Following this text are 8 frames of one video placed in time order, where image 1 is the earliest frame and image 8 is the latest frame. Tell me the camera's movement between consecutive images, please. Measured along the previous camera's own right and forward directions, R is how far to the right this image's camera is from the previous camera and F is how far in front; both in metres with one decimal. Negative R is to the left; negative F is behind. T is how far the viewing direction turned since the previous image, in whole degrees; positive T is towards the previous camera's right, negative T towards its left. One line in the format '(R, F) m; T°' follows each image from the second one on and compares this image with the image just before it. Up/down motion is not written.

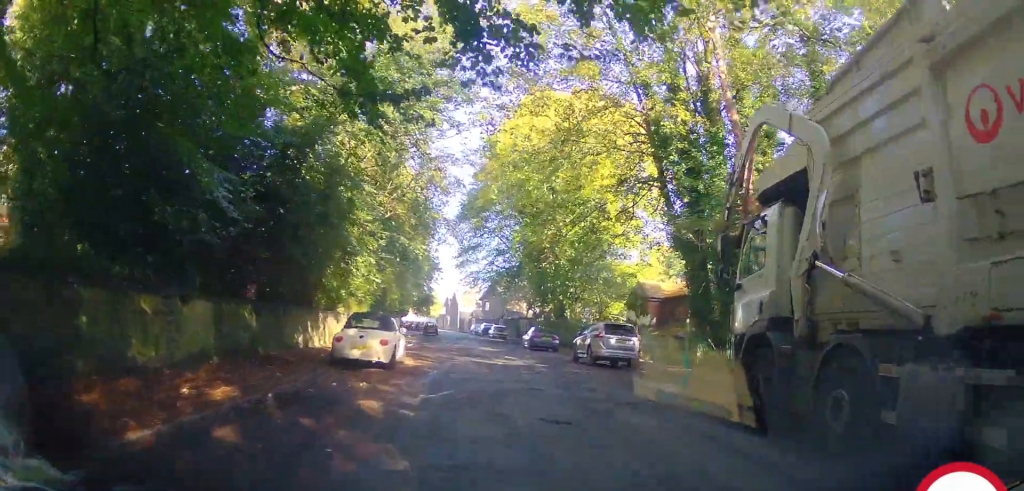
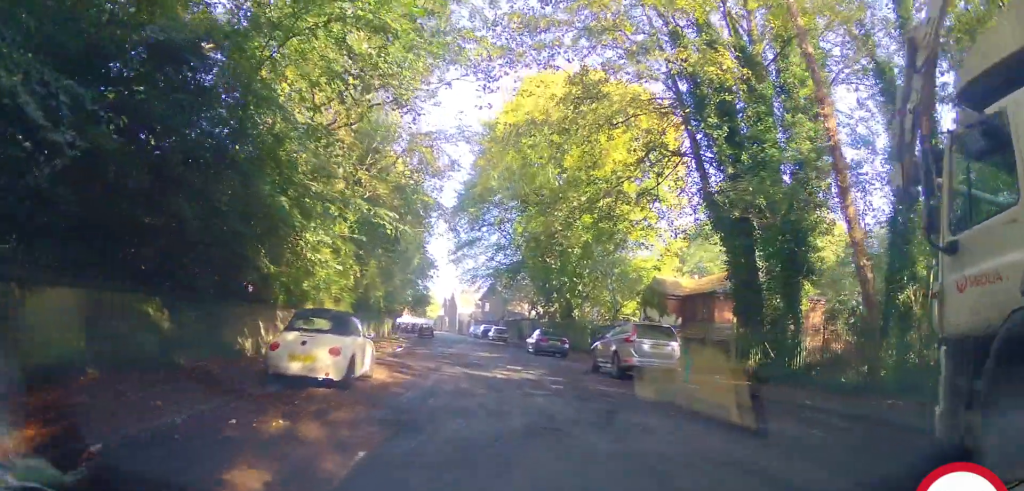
(-0.1, +4.2) m; -1°
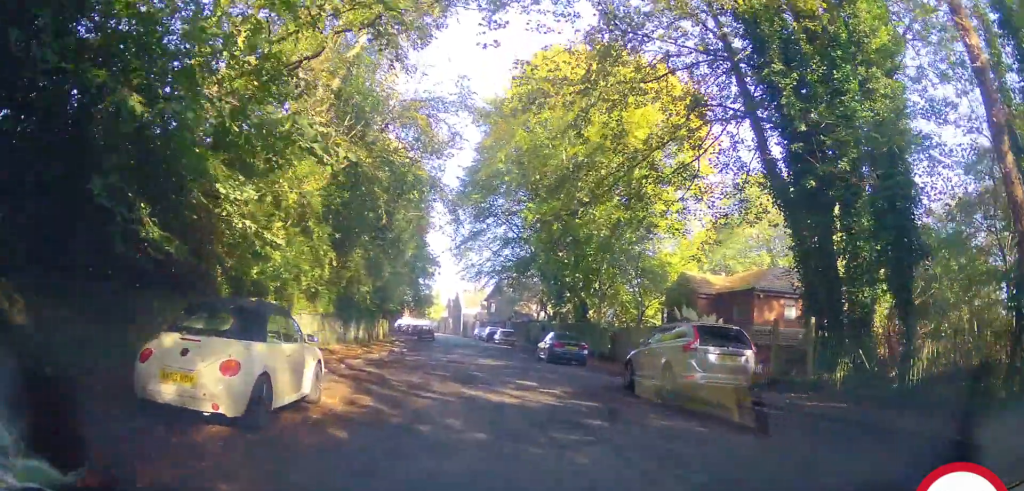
(0.0, +4.3) m; 0°
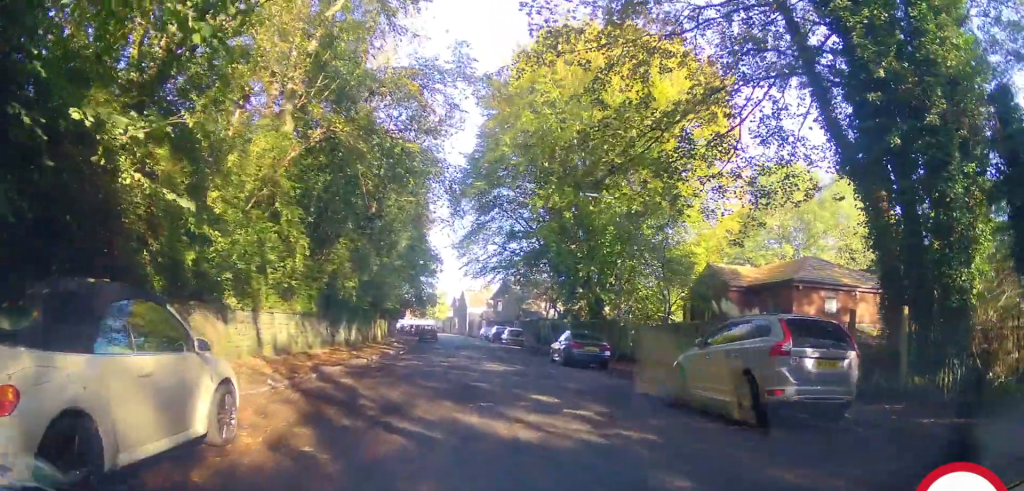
(0.0, +3.4) m; 0°
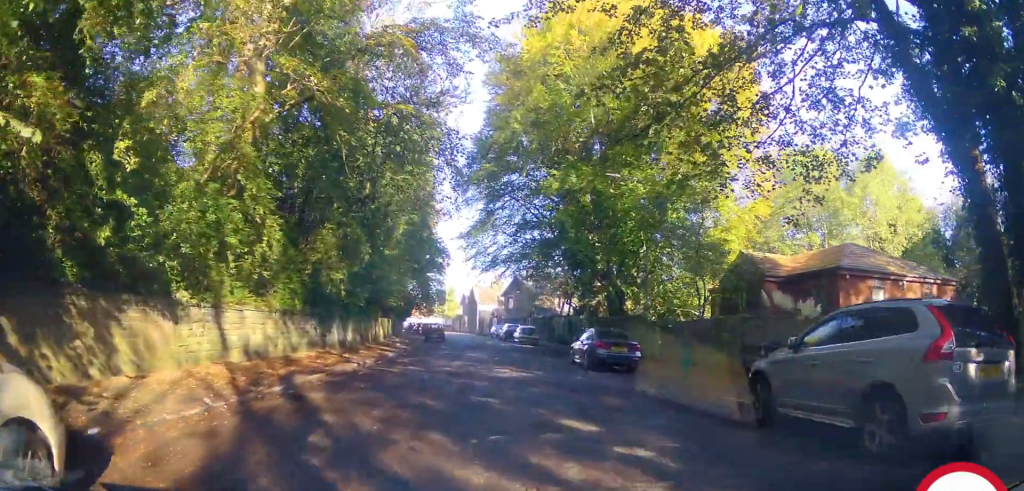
(0.0, +3.1) m; -1°
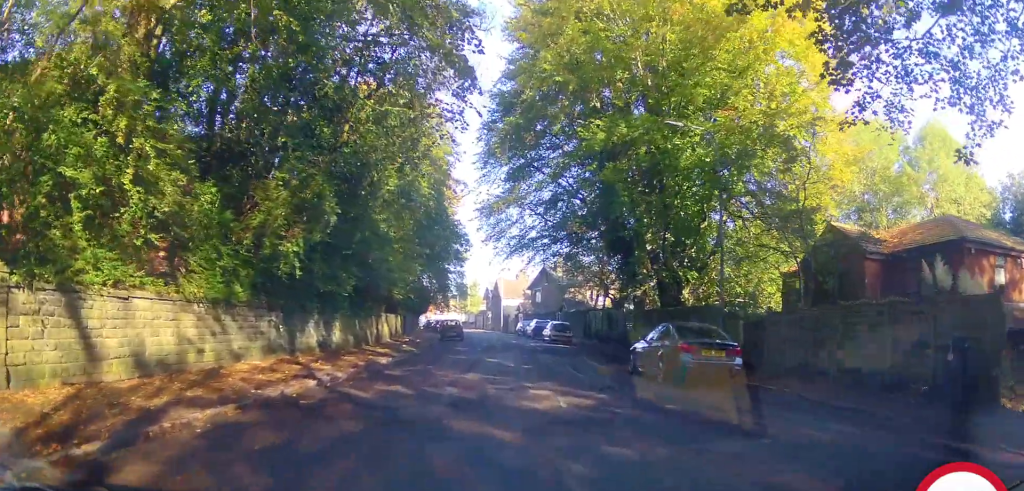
(-0.1, +6.3) m; -3°
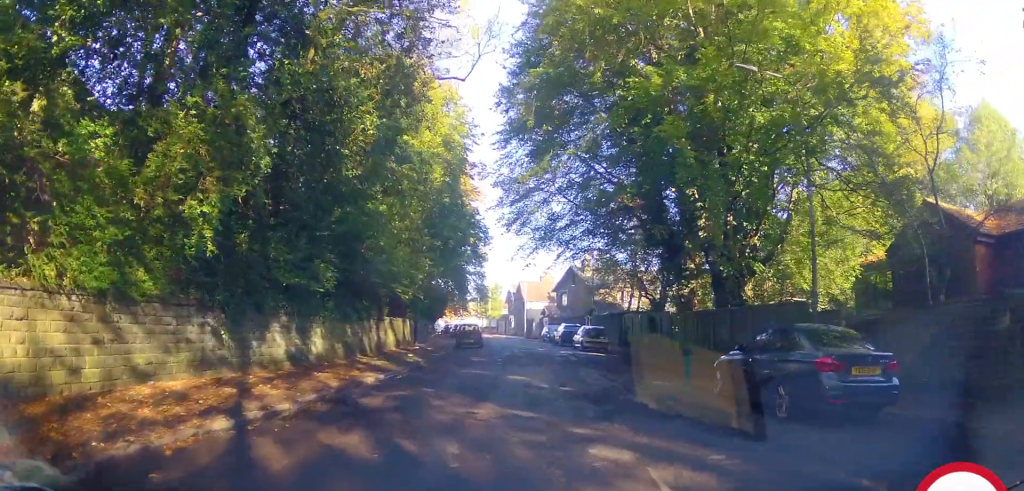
(-0.1, +4.8) m; -1°
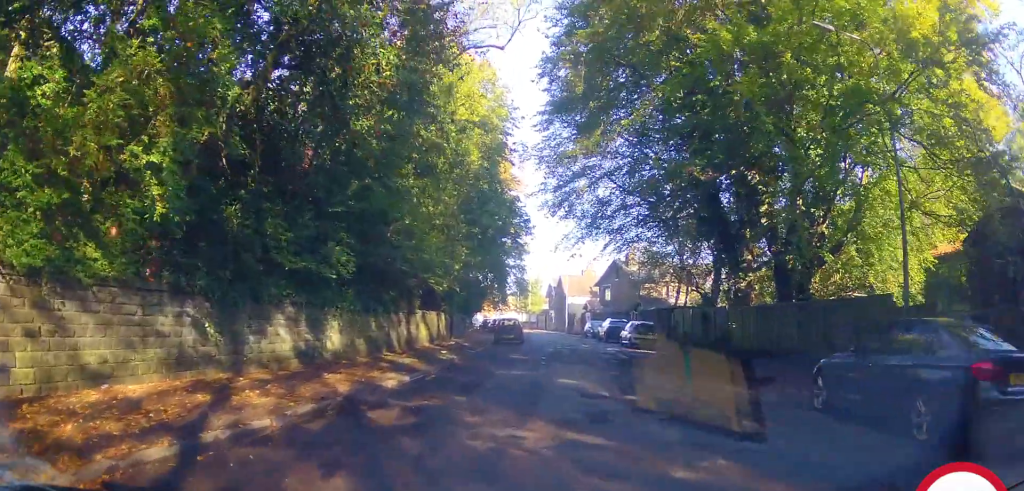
(0.0, +2.3) m; 0°
